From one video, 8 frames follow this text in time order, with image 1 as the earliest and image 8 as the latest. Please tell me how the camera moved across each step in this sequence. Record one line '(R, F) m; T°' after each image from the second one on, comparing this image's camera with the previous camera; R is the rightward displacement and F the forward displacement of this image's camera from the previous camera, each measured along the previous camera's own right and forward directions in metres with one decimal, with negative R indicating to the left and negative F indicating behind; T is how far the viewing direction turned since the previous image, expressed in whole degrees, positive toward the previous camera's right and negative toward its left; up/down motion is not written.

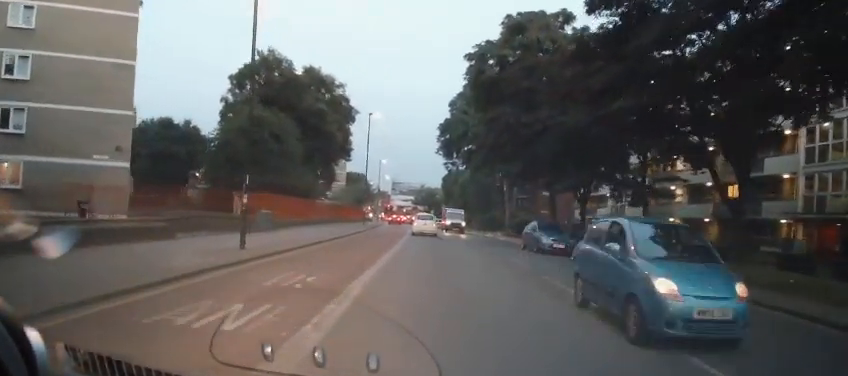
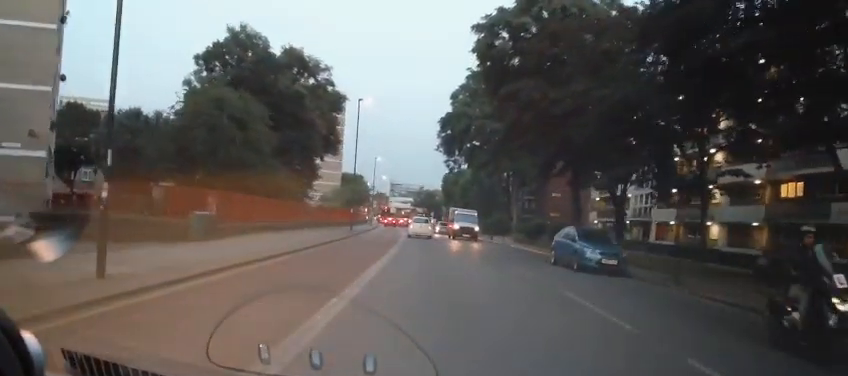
(+0.1, +6.9) m; 0°
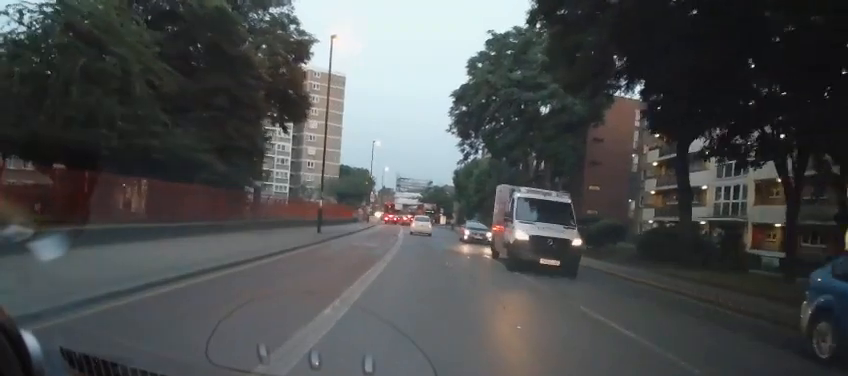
(-0.3, +14.2) m; -1°
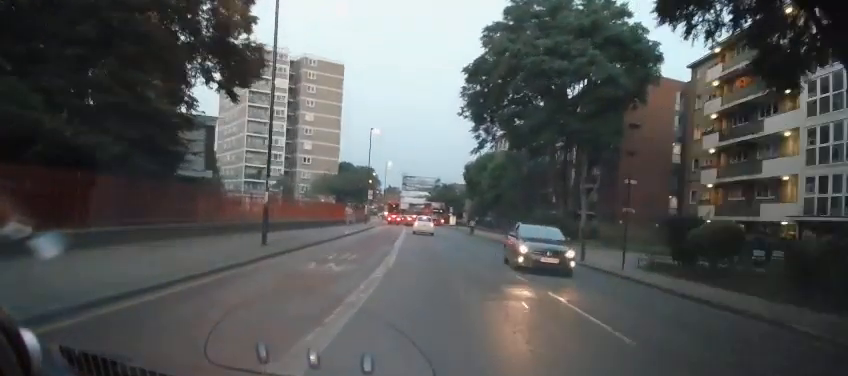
(+0.2, +9.6) m; -1°
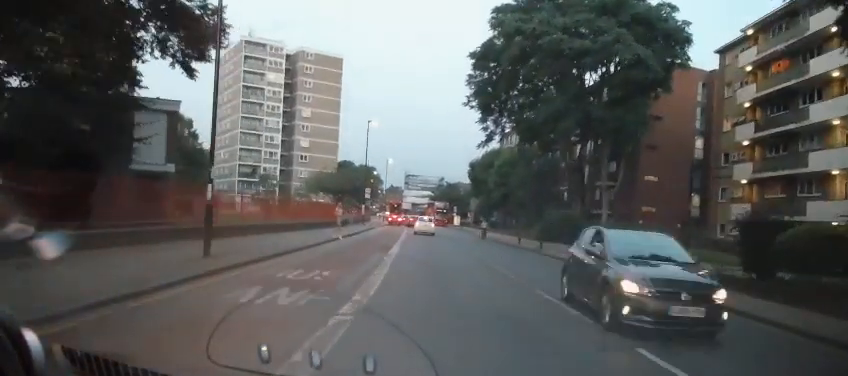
(-0.2, +4.4) m; -1°
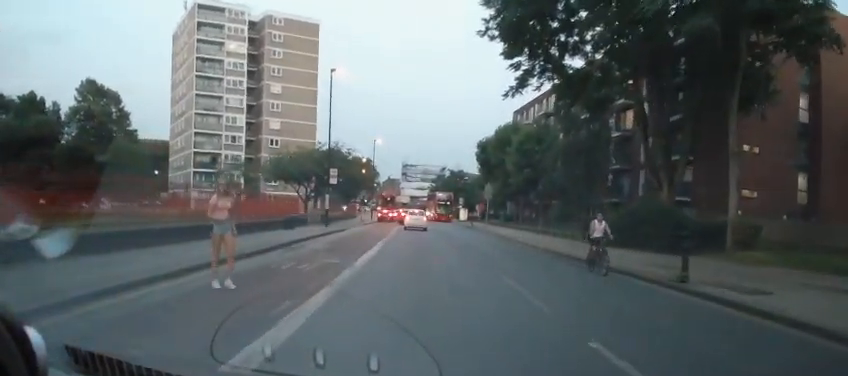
(-0.1, +16.6) m; +1°
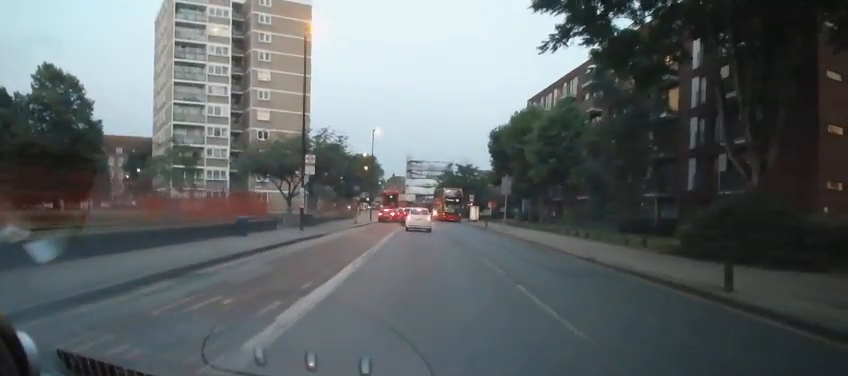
(0.0, +7.8) m; 0°
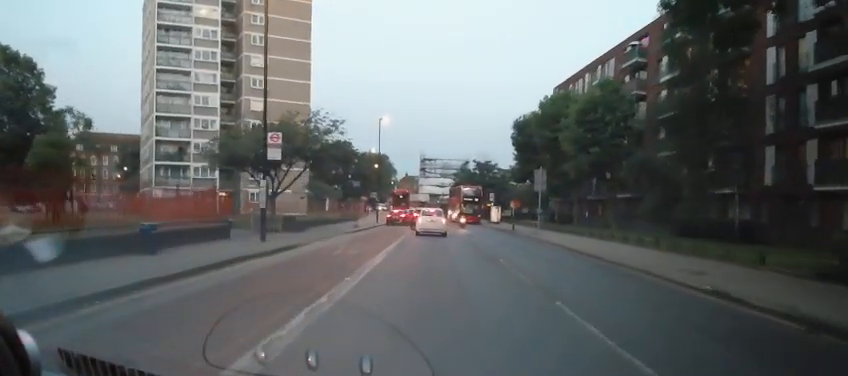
(0.0, +7.4) m; -2°
